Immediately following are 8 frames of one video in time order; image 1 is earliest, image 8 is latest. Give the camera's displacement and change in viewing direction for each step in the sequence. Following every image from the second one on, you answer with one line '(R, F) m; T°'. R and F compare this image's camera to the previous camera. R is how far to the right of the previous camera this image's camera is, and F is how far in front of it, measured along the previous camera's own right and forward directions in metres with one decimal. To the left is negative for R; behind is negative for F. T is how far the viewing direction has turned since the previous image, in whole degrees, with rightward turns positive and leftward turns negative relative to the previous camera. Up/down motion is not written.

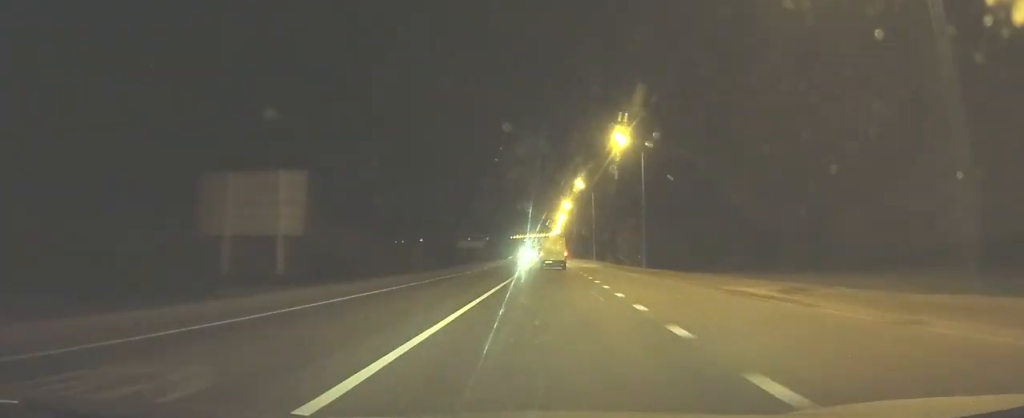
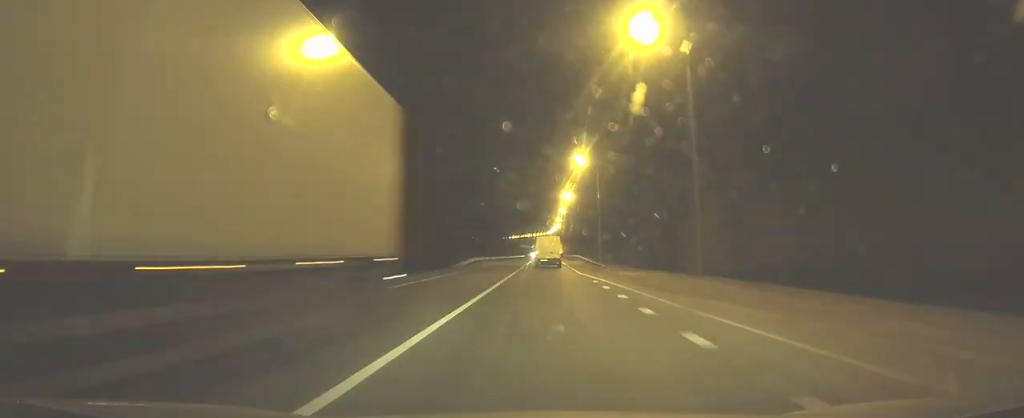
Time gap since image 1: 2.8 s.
(0.0, +63.3) m; 0°
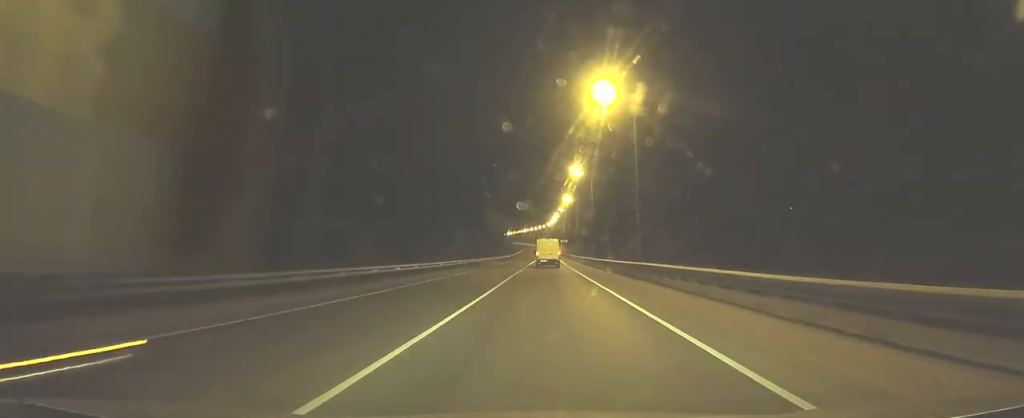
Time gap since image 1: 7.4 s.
(+0.5, +110.7) m; 0°
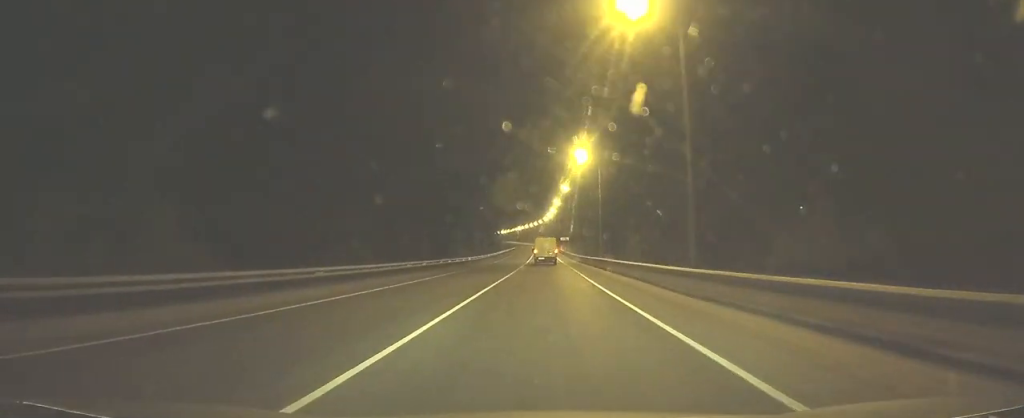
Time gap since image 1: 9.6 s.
(0.0, +54.9) m; 0°
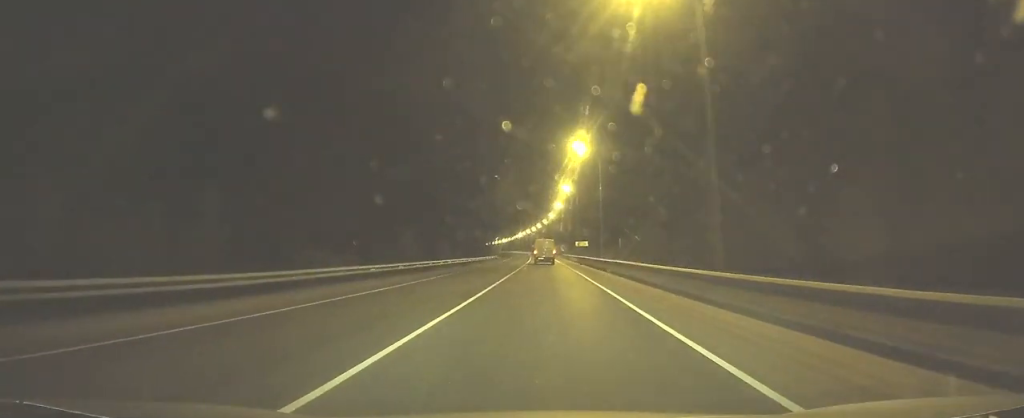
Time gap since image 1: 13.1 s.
(+0.1, +86.2) m; -1°
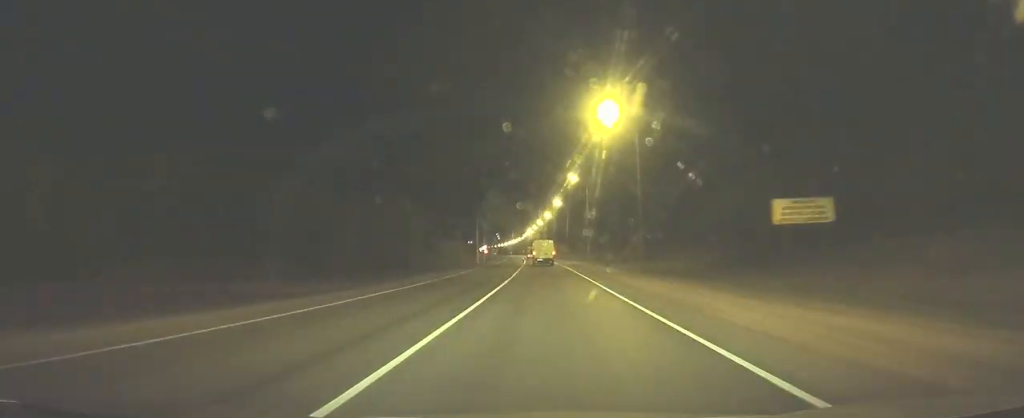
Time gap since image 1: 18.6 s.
(-2.9, +130.8) m; -2°
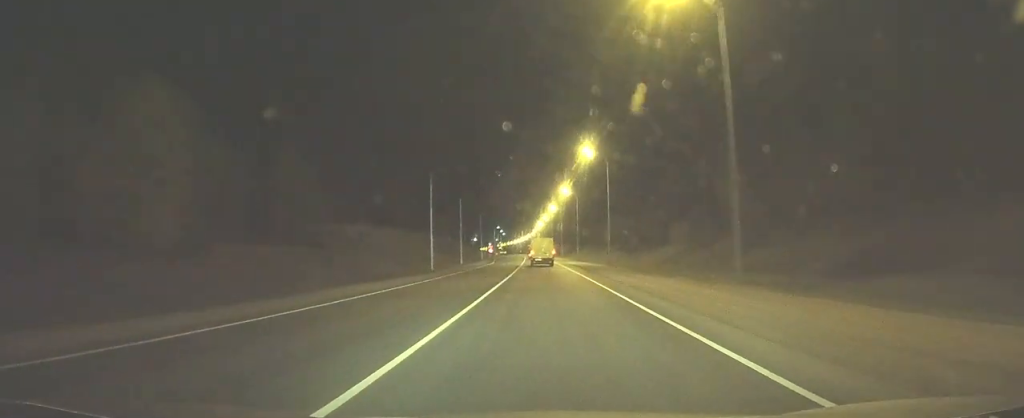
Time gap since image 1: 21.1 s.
(-0.5, +59.8) m; -1°
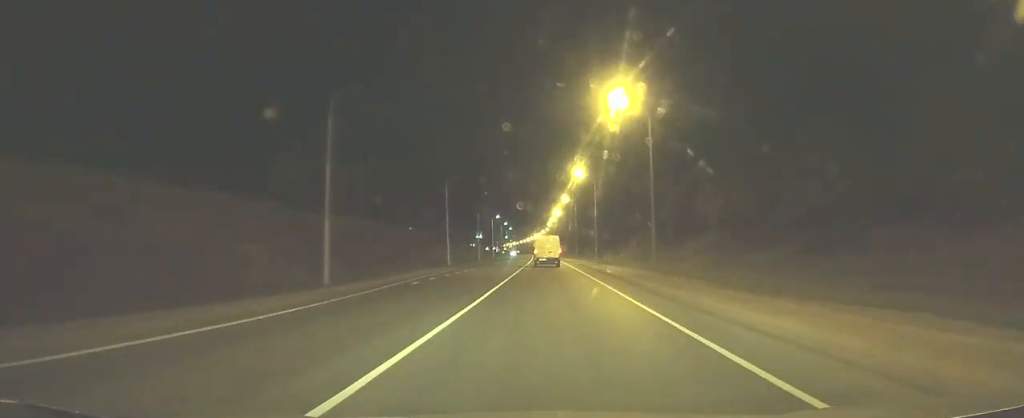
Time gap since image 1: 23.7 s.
(-0.5, +61.6) m; -1°
